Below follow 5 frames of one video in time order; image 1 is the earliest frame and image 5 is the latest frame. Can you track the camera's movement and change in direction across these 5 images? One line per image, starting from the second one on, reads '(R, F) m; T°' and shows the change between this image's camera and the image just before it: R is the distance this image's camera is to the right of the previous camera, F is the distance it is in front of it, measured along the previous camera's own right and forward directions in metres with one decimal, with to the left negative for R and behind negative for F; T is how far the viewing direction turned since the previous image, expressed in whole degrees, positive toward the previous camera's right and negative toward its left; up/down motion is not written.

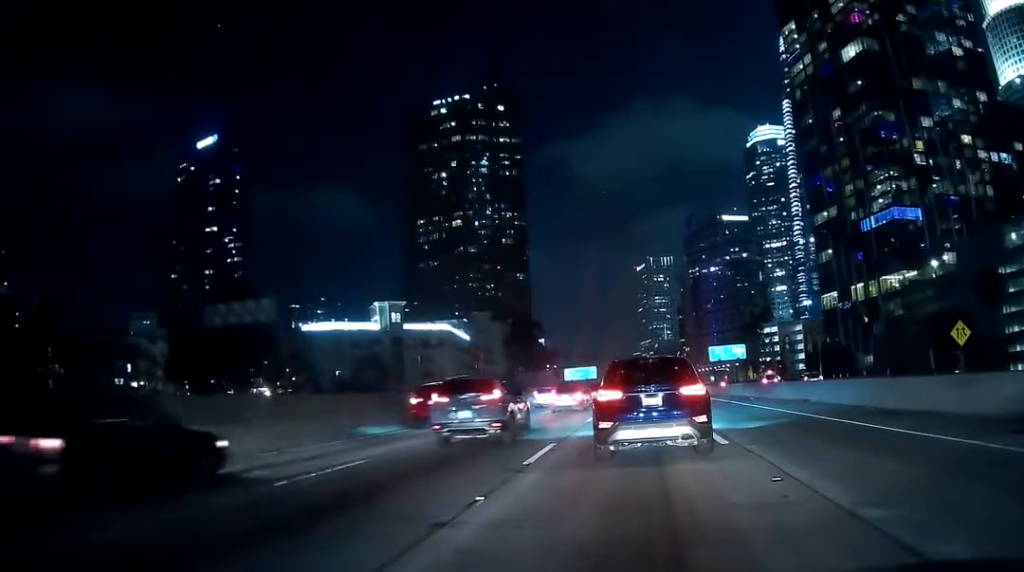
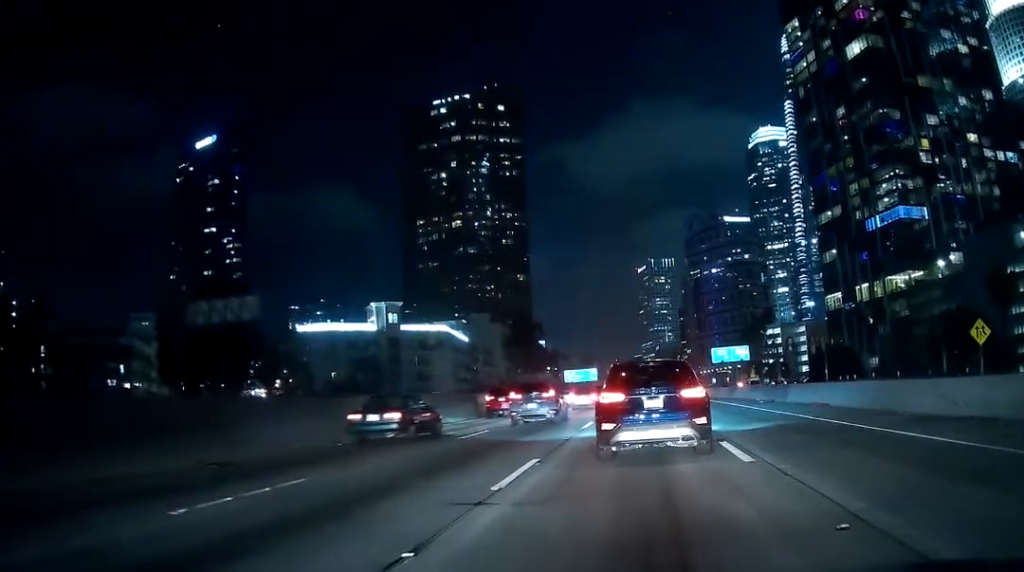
(+0.1, +2.9) m; +2°
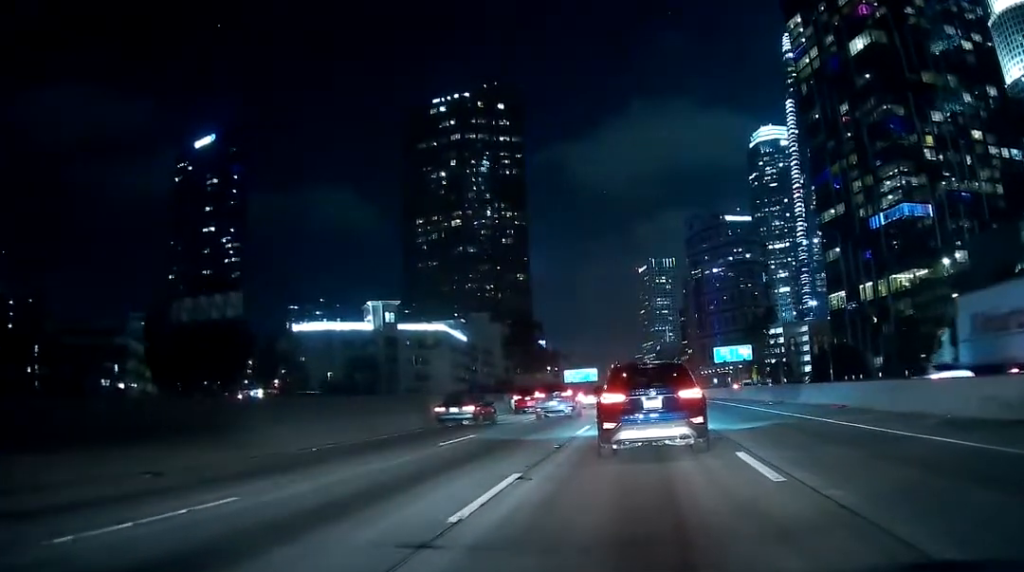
(0.0, +2.3) m; -2°
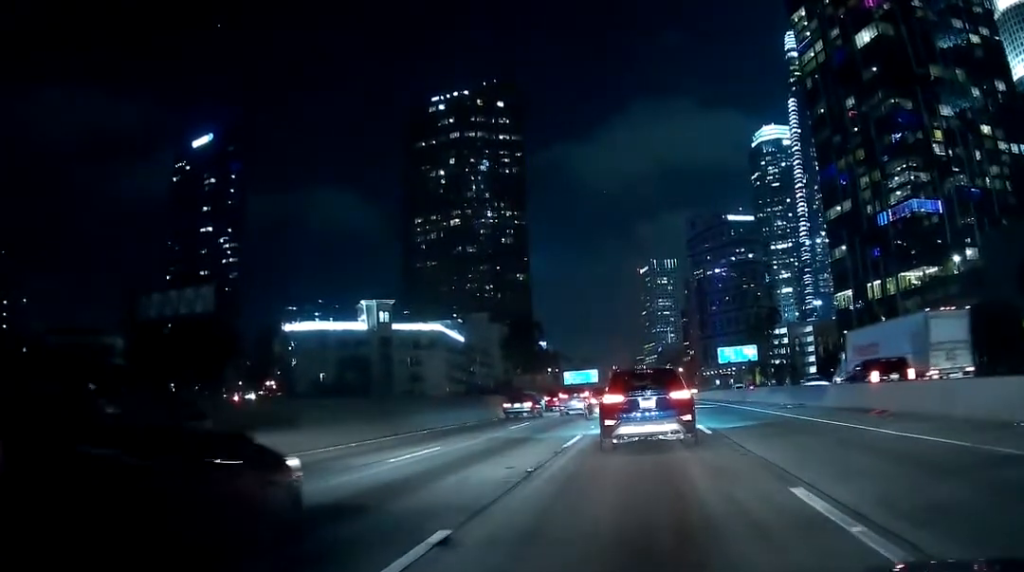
(-0.3, +4.7) m; -1°
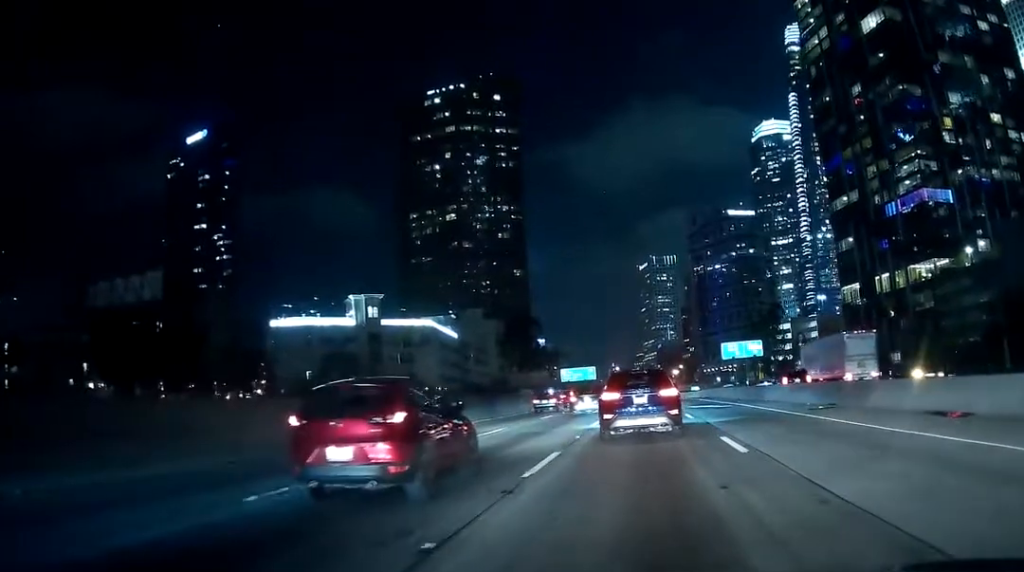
(+0.2, +6.2) m; -4°
